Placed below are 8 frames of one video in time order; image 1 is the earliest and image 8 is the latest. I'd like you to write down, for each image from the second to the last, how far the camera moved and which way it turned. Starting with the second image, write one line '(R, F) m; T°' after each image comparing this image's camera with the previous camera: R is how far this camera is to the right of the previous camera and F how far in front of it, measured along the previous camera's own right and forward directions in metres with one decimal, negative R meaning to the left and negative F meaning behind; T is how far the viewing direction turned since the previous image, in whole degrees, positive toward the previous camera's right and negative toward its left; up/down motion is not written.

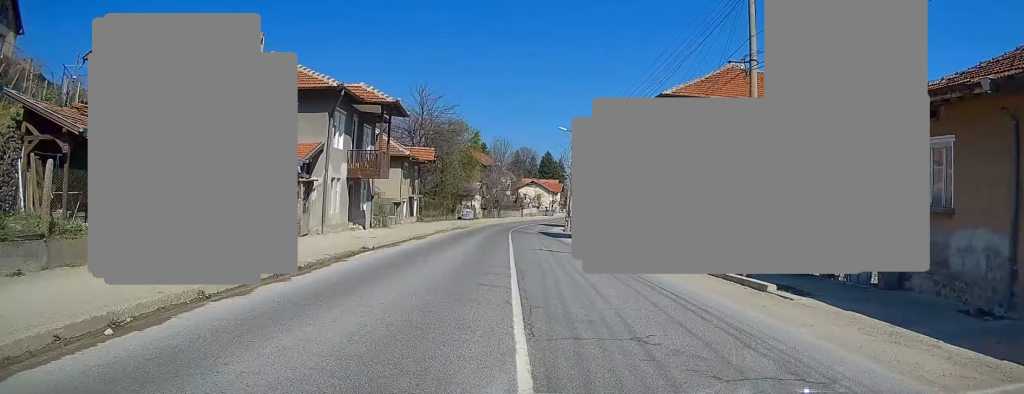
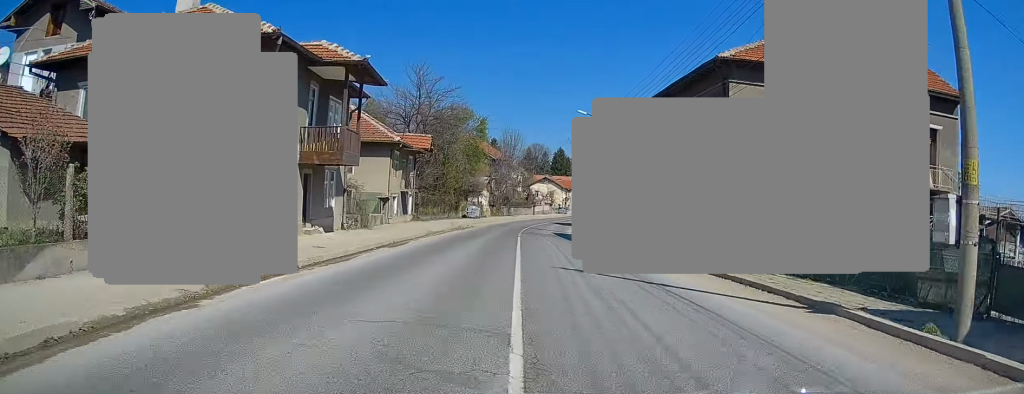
(0.0, +7.0) m; 0°
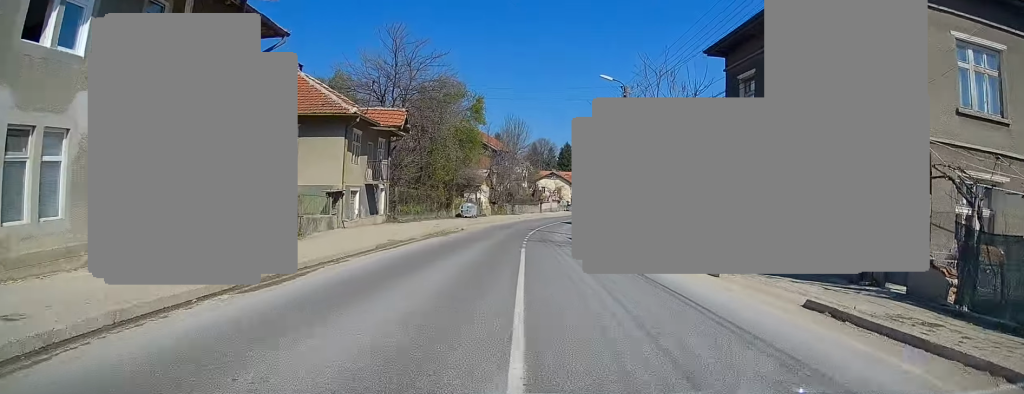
(-0.1, +10.1) m; 0°
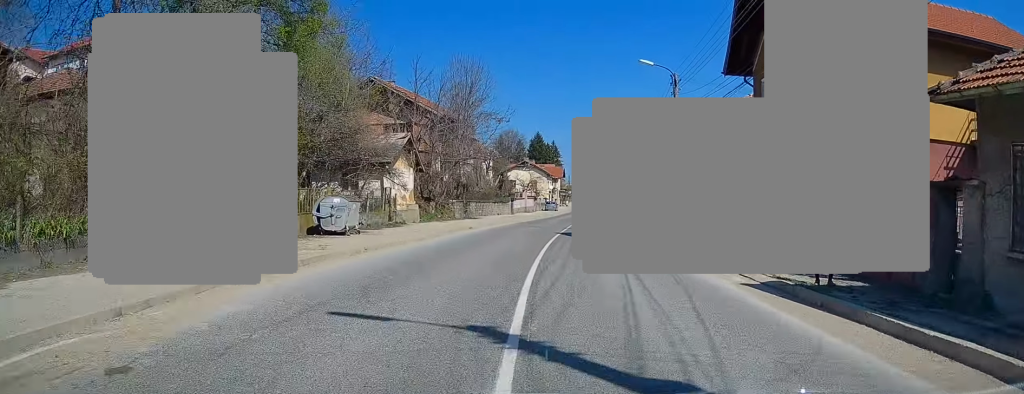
(+0.4, +30.9) m; +3°
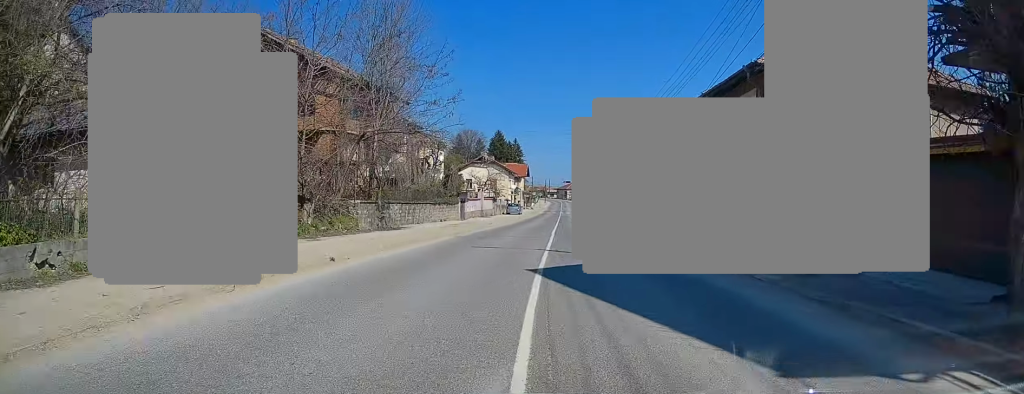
(+0.5, +16.3) m; +3°
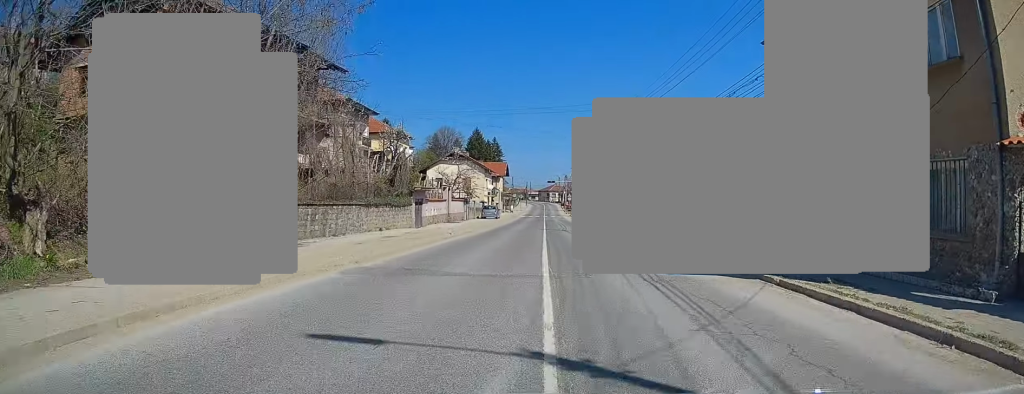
(0.0, +12.3) m; +2°
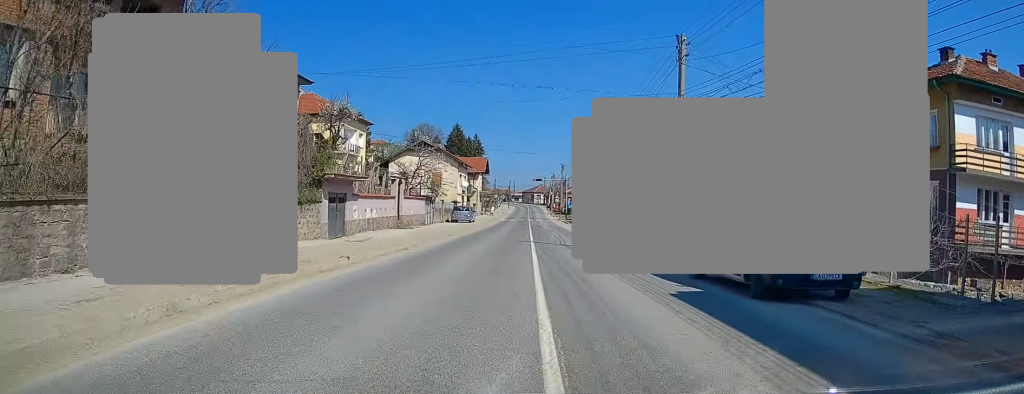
(+0.4, +13.7) m; +2°
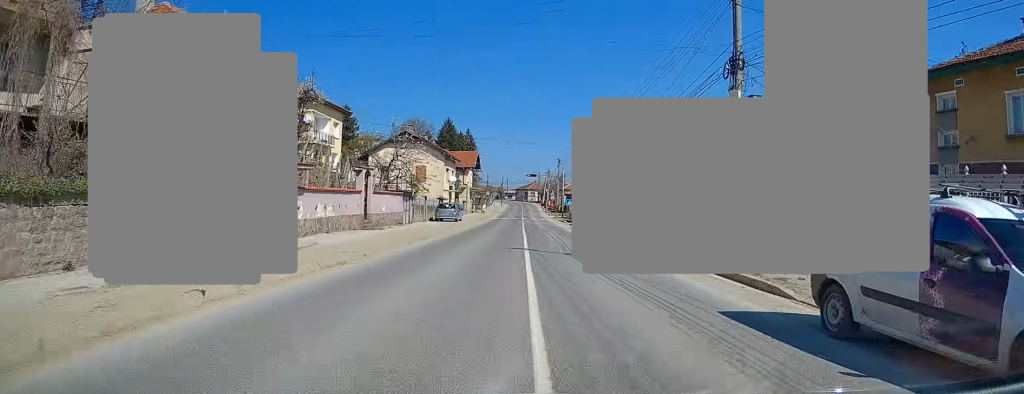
(0.0, +6.2) m; 0°
